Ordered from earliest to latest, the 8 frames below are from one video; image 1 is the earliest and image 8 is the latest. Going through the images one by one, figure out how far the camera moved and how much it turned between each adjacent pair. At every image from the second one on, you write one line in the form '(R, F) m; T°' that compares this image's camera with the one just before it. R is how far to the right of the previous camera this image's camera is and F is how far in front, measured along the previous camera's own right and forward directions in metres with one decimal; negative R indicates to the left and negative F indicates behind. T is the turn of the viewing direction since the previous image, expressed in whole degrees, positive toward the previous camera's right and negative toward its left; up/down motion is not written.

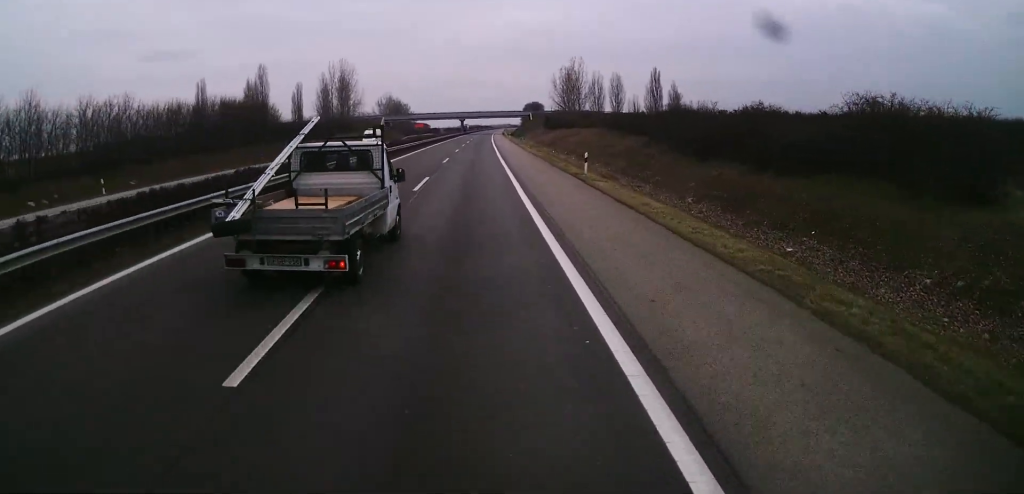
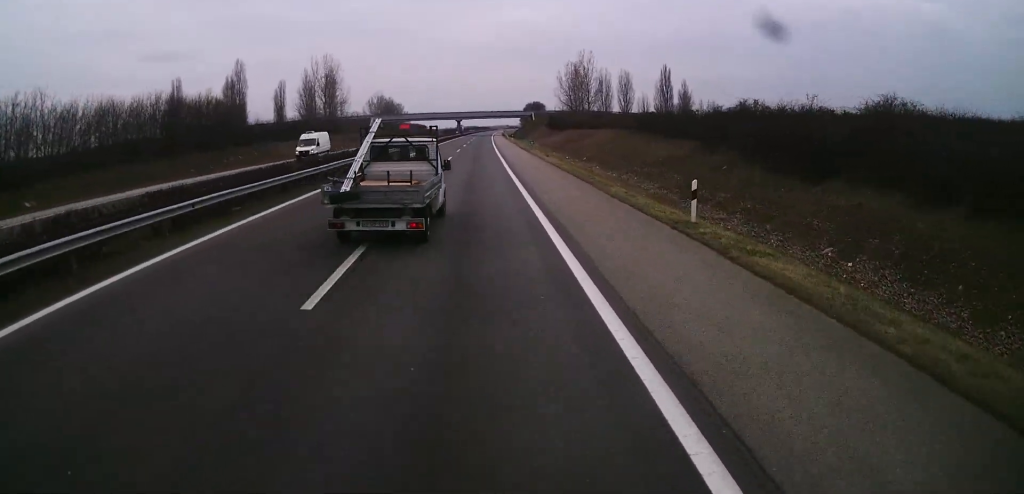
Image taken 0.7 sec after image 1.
(+0.1, +15.8) m; +1°
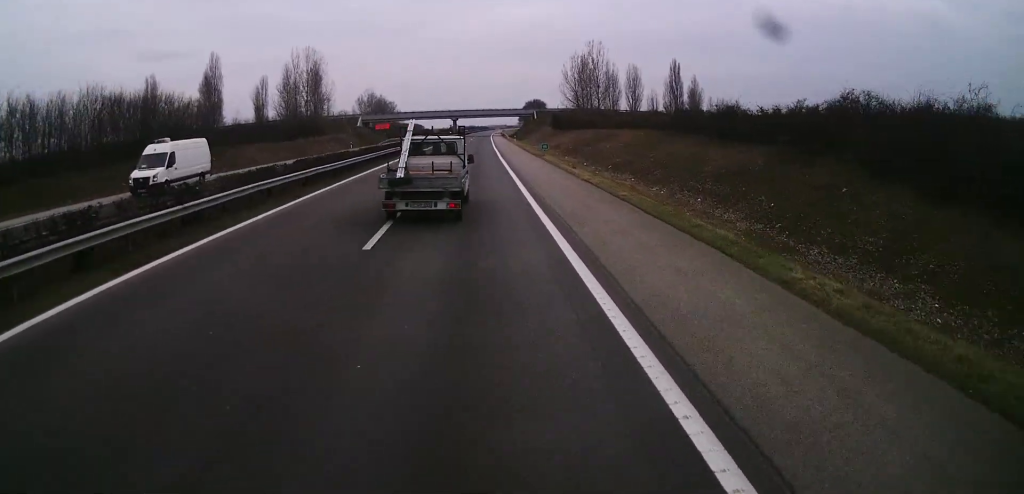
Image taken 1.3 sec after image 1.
(0.0, +14.3) m; 0°
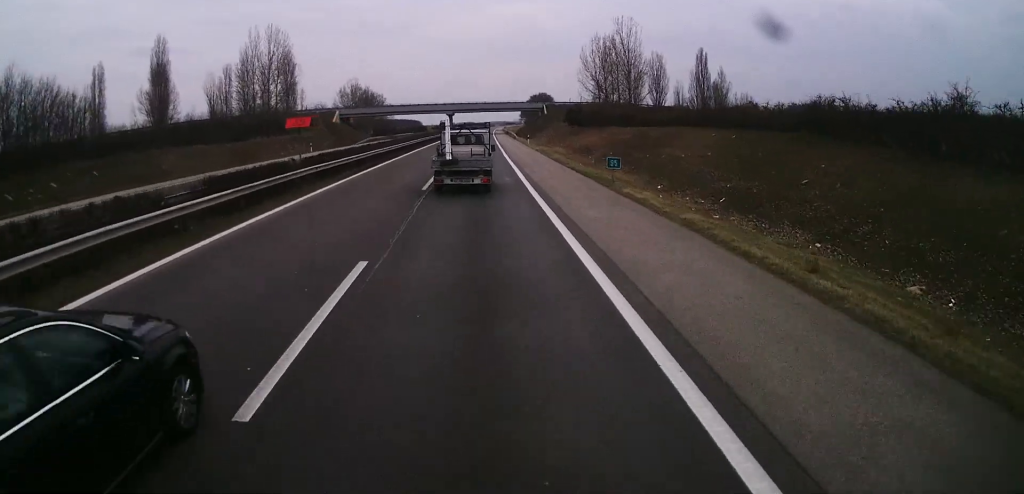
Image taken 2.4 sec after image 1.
(+0.2, +26.9) m; -1°
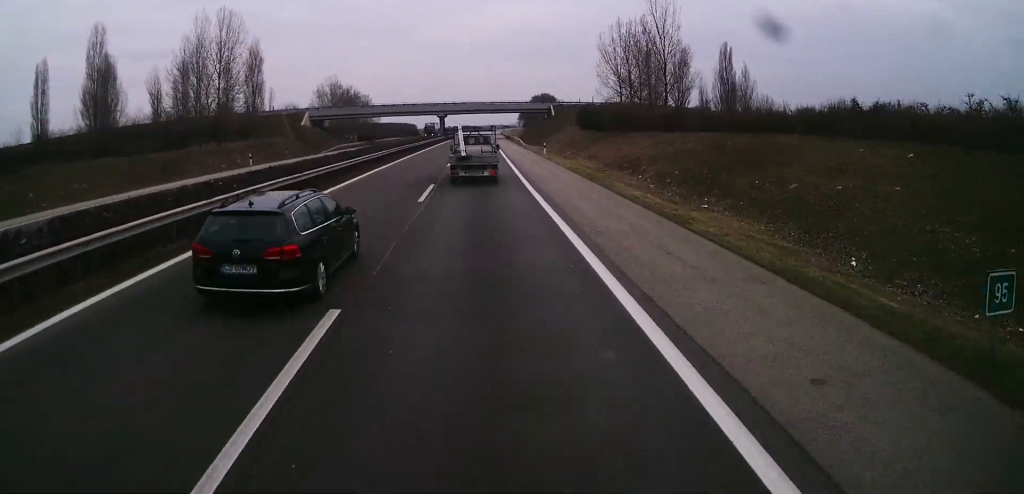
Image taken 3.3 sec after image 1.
(-0.7, +22.7) m; 0°
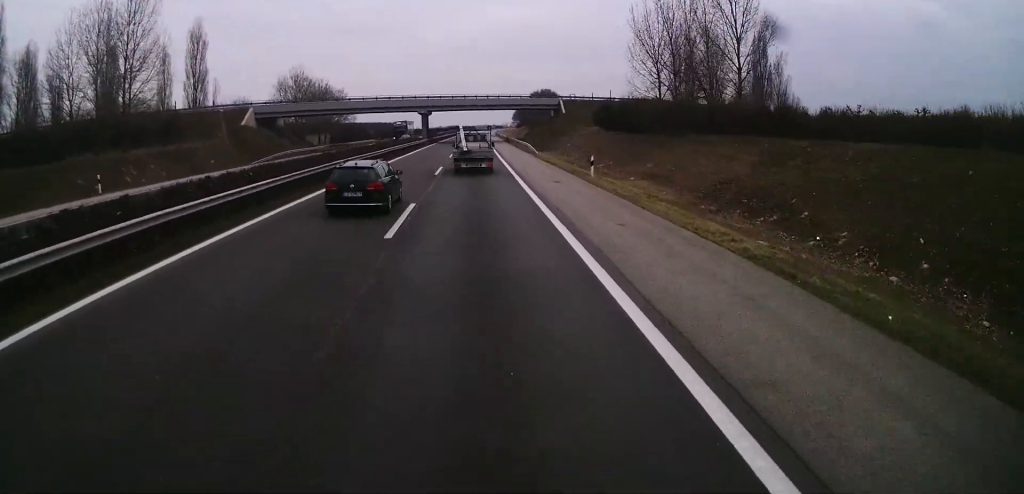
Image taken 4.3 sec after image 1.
(+0.8, +28.1) m; +1°
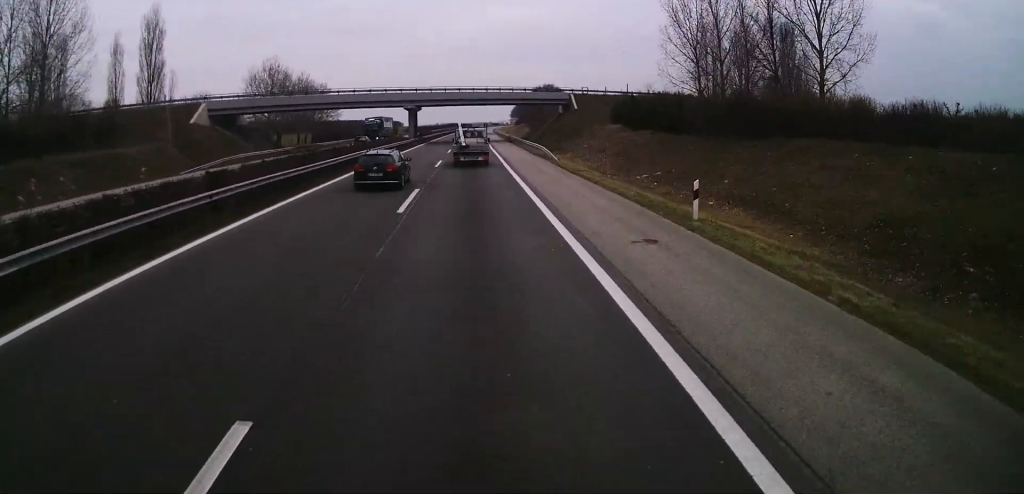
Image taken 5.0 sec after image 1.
(-0.1, +18.0) m; 0°
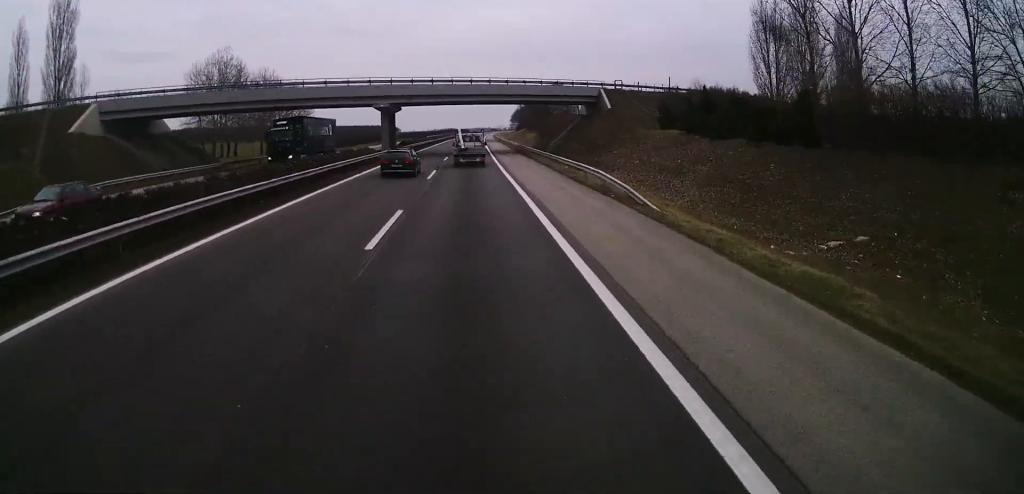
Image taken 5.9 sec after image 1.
(0.0, +26.5) m; 0°
